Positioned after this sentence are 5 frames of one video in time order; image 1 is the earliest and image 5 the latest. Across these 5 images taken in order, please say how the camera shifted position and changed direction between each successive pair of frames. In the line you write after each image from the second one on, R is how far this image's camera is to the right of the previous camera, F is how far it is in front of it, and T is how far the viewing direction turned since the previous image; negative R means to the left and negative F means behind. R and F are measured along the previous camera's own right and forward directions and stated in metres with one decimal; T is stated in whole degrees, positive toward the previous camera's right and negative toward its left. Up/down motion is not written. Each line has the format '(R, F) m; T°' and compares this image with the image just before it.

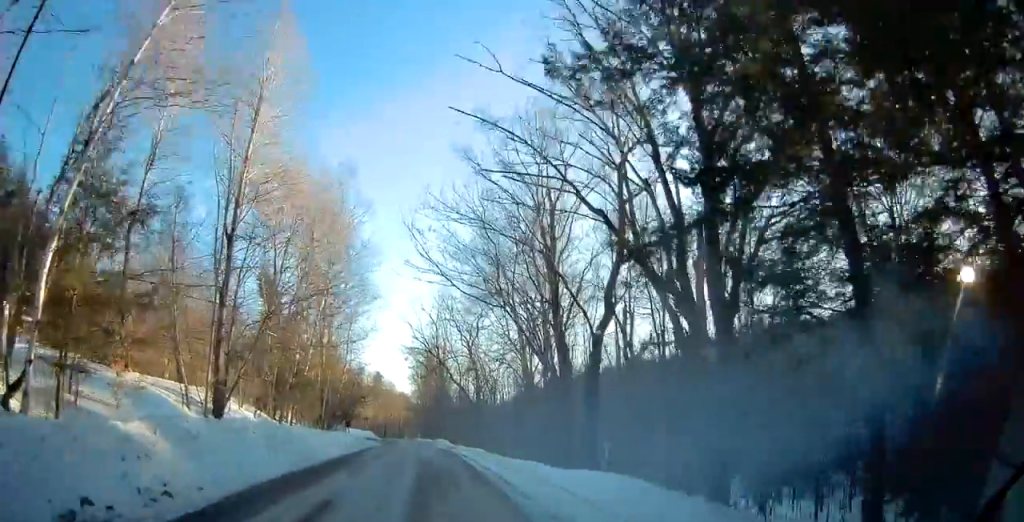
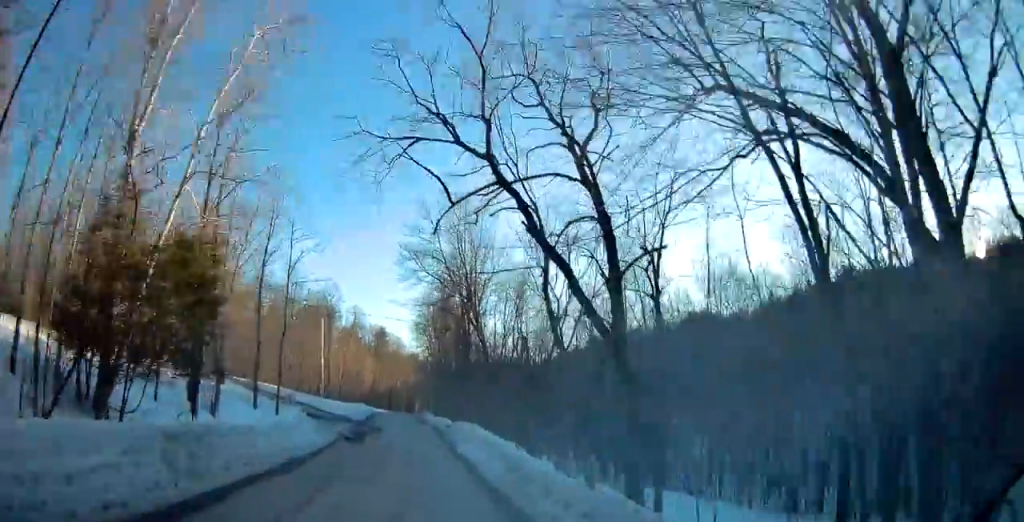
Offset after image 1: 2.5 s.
(+0.2, +38.6) m; -2°
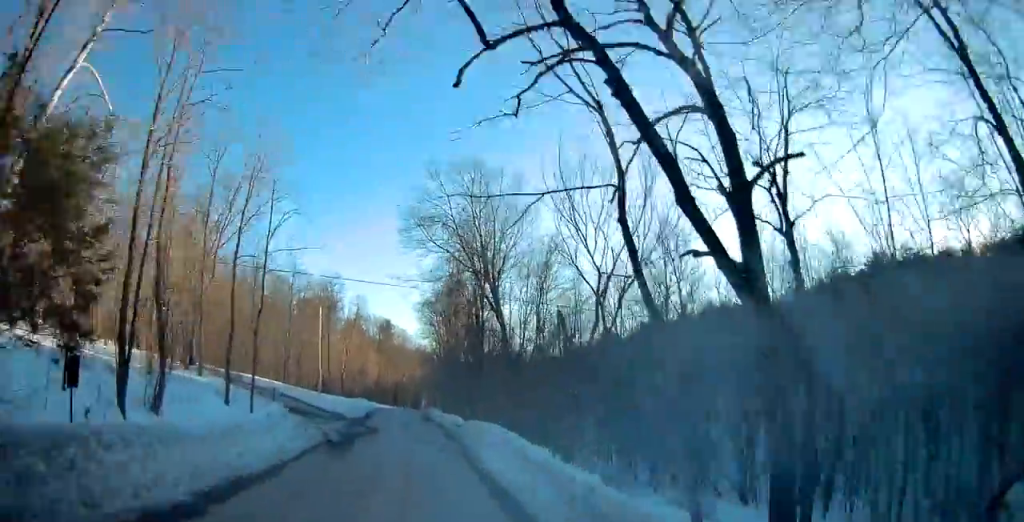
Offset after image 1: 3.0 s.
(-0.2, +7.2) m; -1°
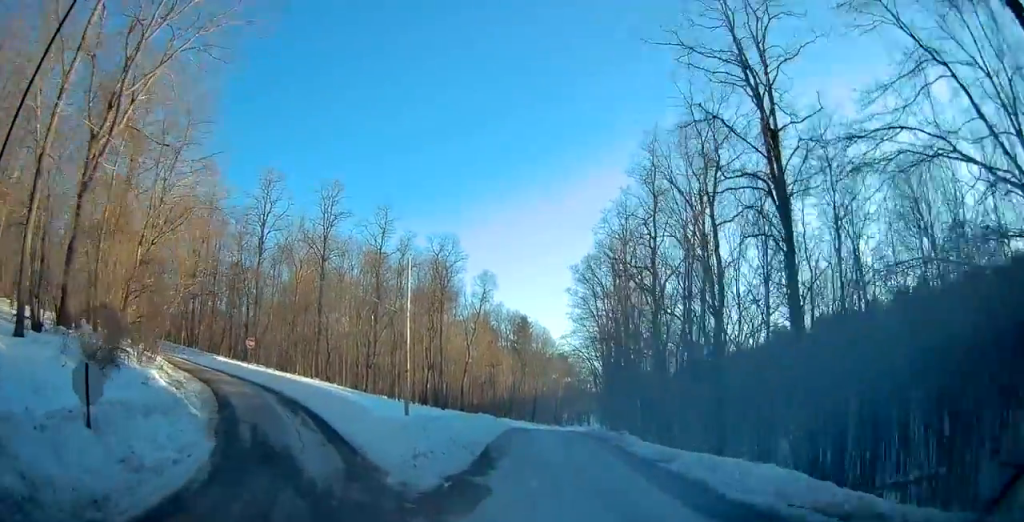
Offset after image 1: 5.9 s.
(-1.8, +32.6) m; -14°
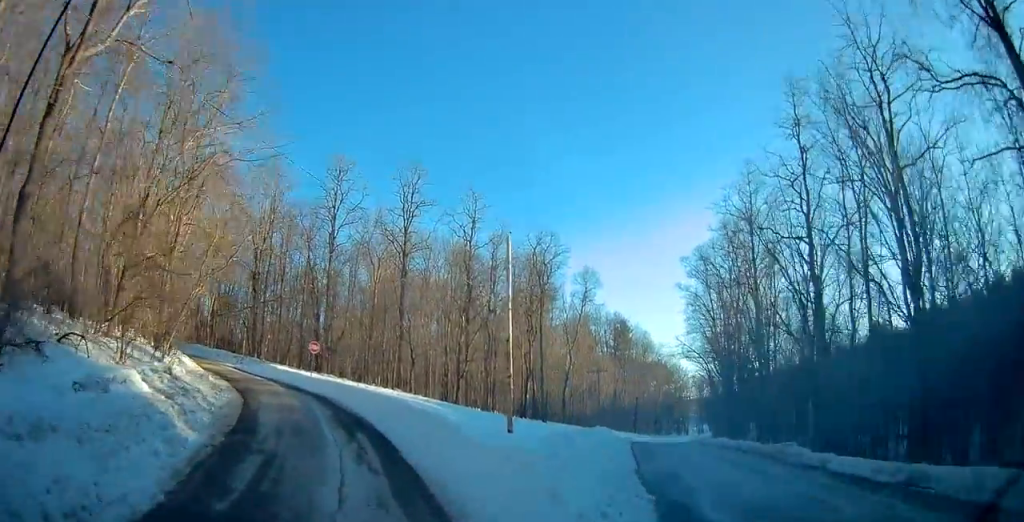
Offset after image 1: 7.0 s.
(-0.9, +8.5) m; -11°
